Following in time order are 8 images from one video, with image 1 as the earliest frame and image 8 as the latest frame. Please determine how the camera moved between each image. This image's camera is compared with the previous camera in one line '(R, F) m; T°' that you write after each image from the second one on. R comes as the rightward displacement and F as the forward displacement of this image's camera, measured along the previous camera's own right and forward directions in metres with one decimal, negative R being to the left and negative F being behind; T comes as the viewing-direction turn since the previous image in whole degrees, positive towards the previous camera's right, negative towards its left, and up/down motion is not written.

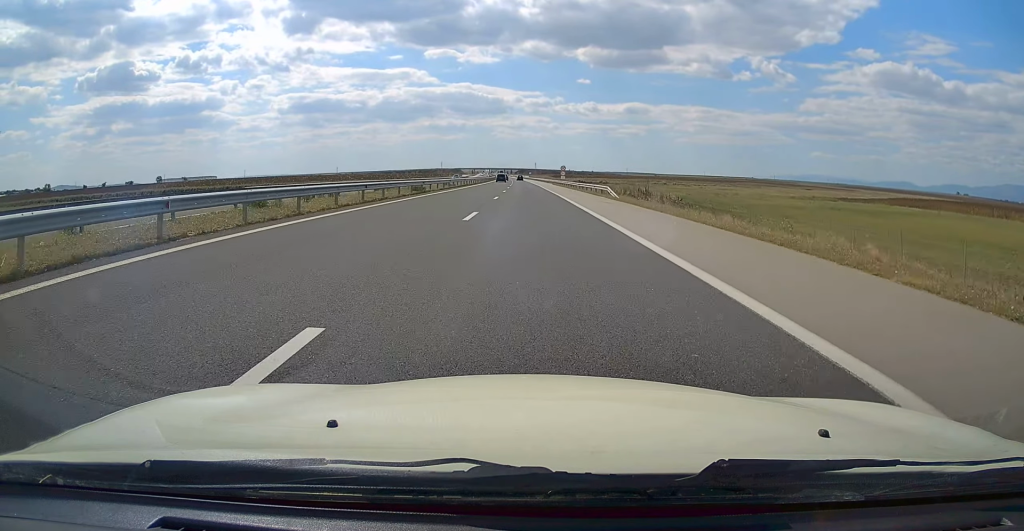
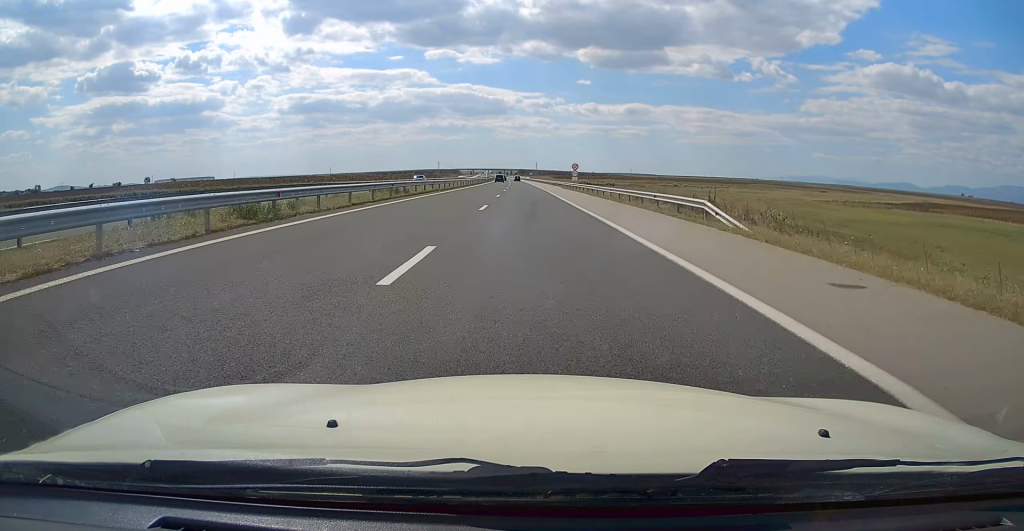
(0.0, +26.1) m; 0°
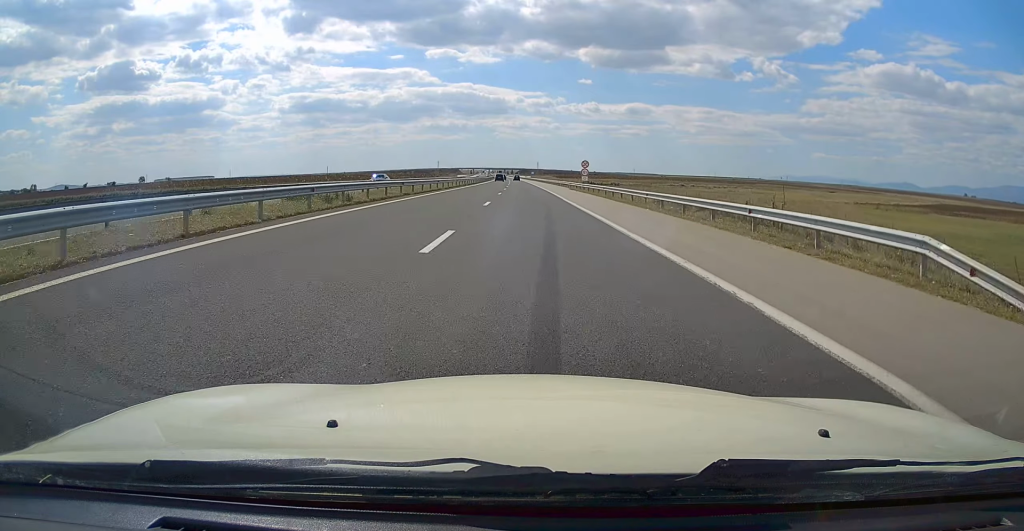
(0.0, +13.0) m; 0°
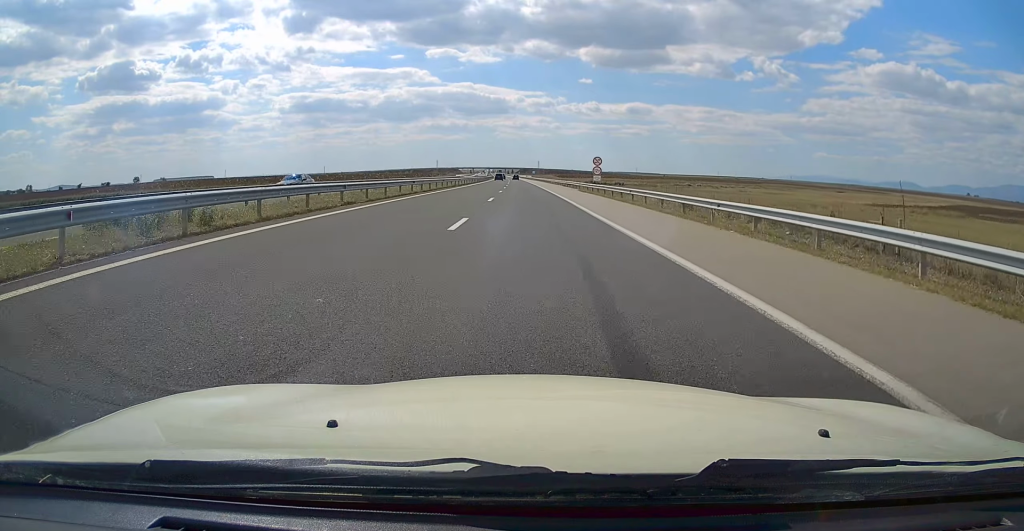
(0.0, +12.1) m; 0°
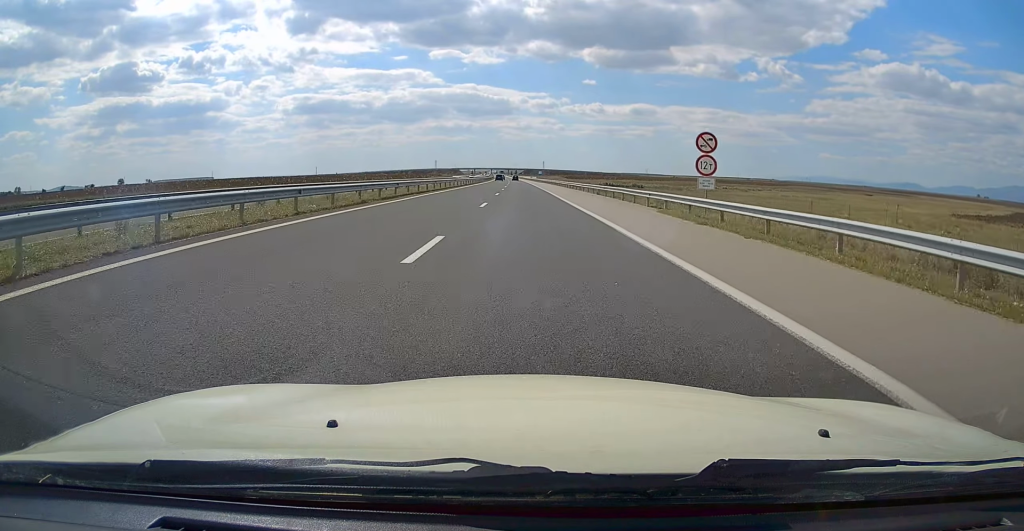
(-0.2, +37.1) m; -1°
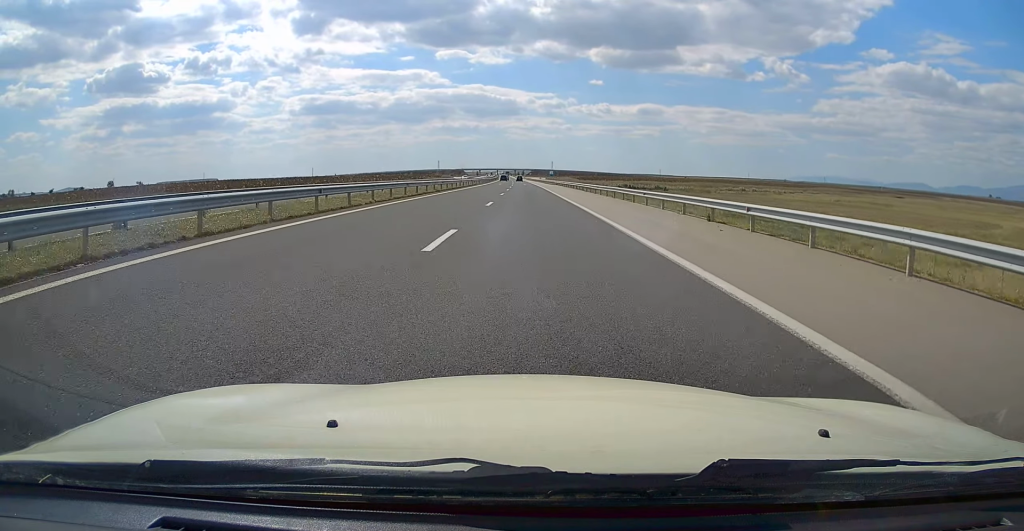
(-0.3, +30.4) m; -1°
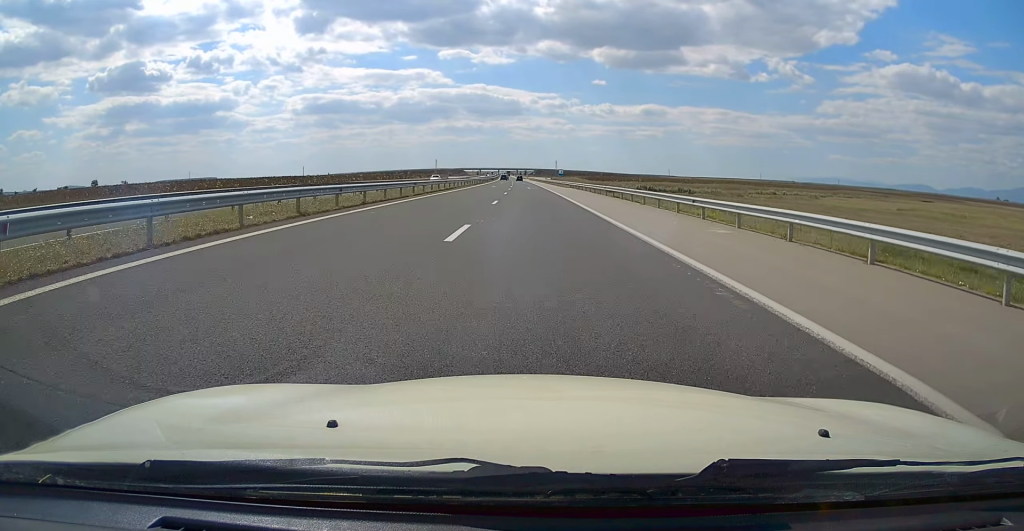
(0.0, +30.3) m; 0°
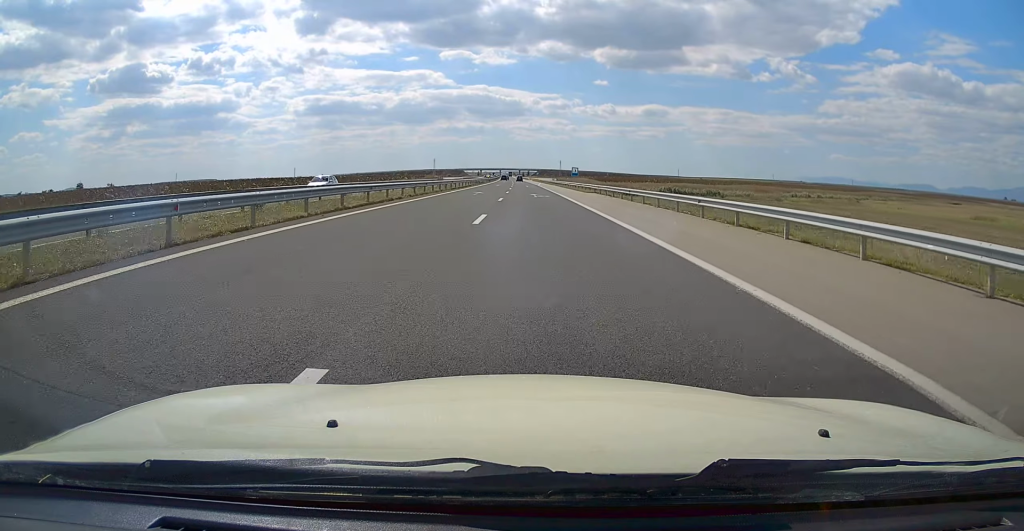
(-0.1, +27.5) m; -1°
